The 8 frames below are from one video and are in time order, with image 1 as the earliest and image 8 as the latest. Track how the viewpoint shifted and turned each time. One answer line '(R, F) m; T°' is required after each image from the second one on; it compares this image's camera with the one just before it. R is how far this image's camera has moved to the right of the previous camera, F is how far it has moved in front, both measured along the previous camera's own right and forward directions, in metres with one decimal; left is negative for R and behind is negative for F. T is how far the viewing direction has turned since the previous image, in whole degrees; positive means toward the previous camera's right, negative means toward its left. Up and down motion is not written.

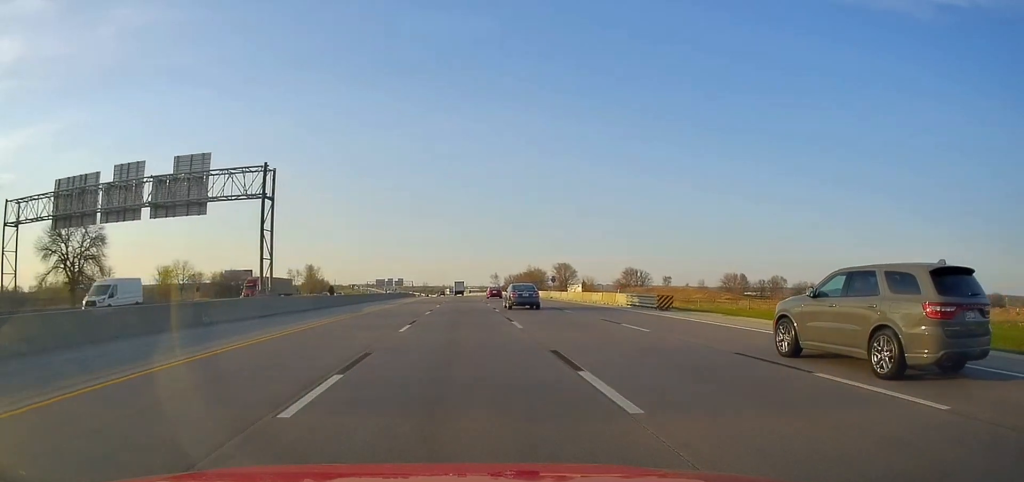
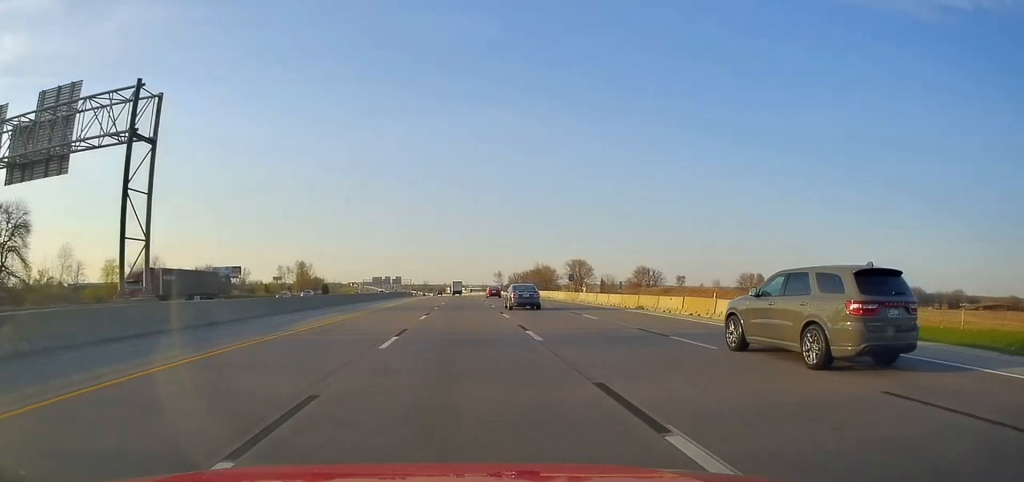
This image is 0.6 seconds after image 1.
(0.0, +17.3) m; +1°
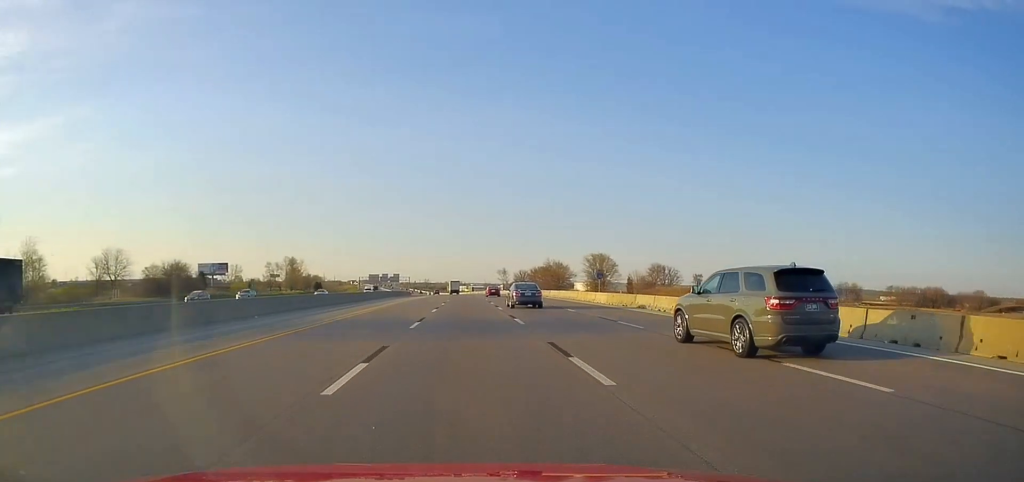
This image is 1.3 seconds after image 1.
(+0.2, +18.3) m; +1°
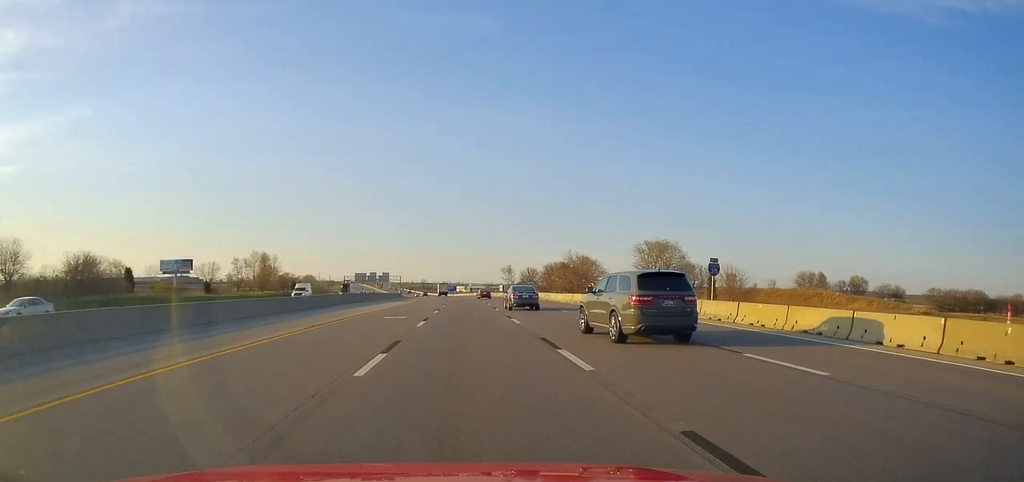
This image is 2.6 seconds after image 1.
(0.0, +34.3) m; -1°
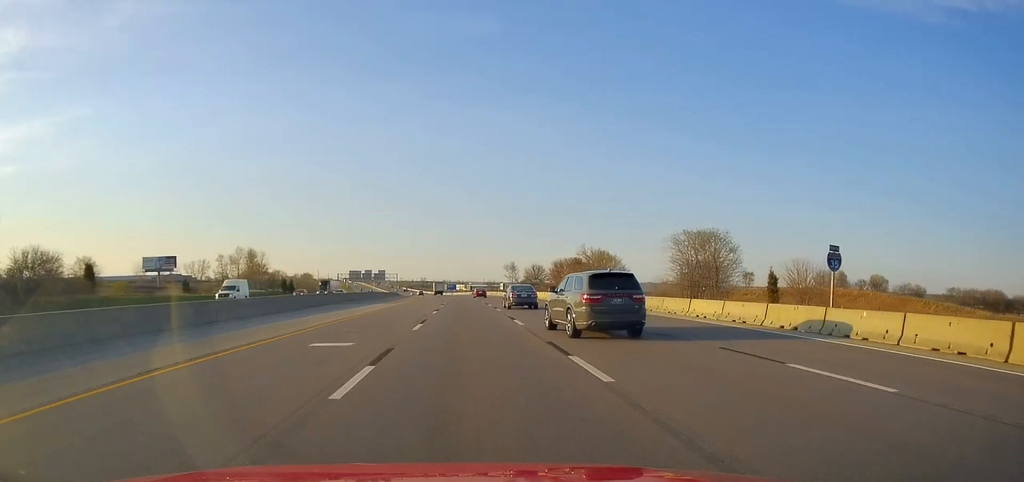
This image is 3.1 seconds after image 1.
(-0.1, +14.0) m; -1°
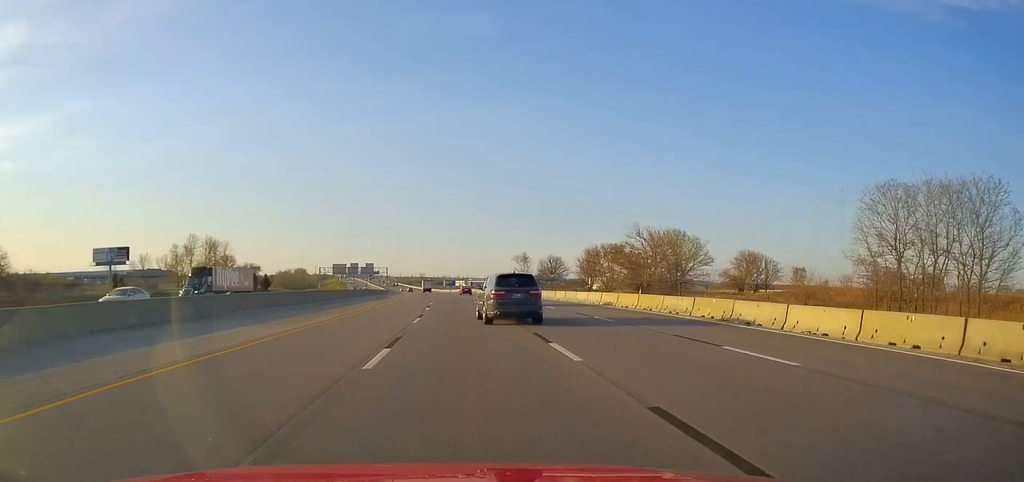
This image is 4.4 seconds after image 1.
(0.0, +33.5) m; 0°
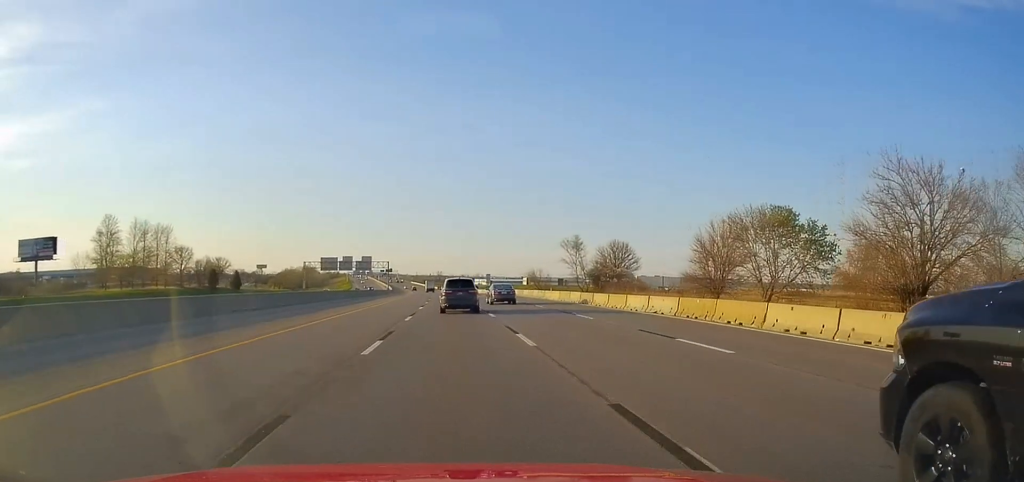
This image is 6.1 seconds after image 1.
(0.0, +47.0) m; 0°
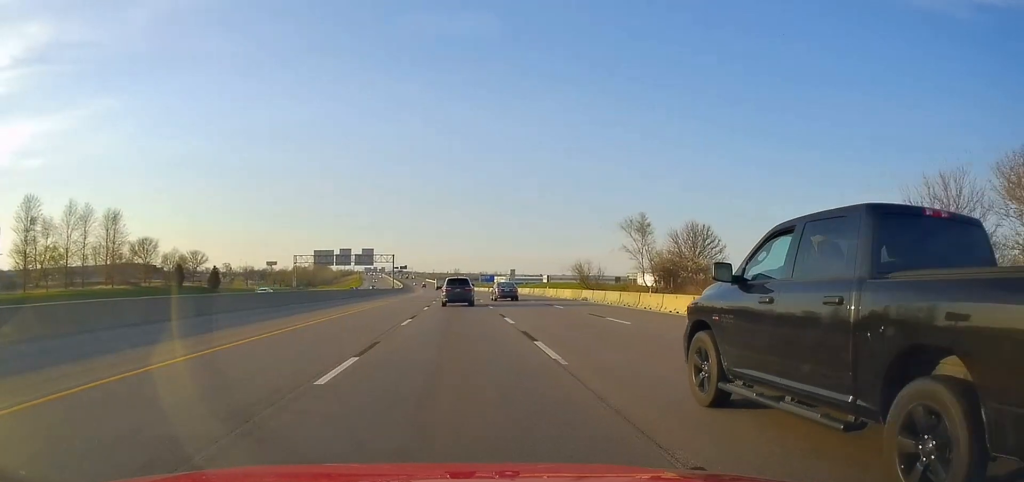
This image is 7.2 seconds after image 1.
(-0.2, +28.0) m; -2°
